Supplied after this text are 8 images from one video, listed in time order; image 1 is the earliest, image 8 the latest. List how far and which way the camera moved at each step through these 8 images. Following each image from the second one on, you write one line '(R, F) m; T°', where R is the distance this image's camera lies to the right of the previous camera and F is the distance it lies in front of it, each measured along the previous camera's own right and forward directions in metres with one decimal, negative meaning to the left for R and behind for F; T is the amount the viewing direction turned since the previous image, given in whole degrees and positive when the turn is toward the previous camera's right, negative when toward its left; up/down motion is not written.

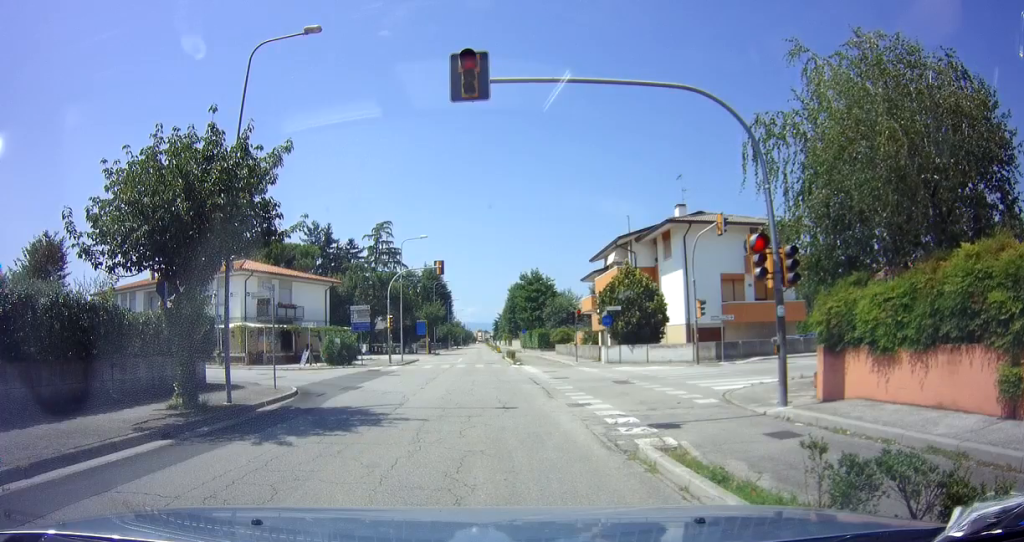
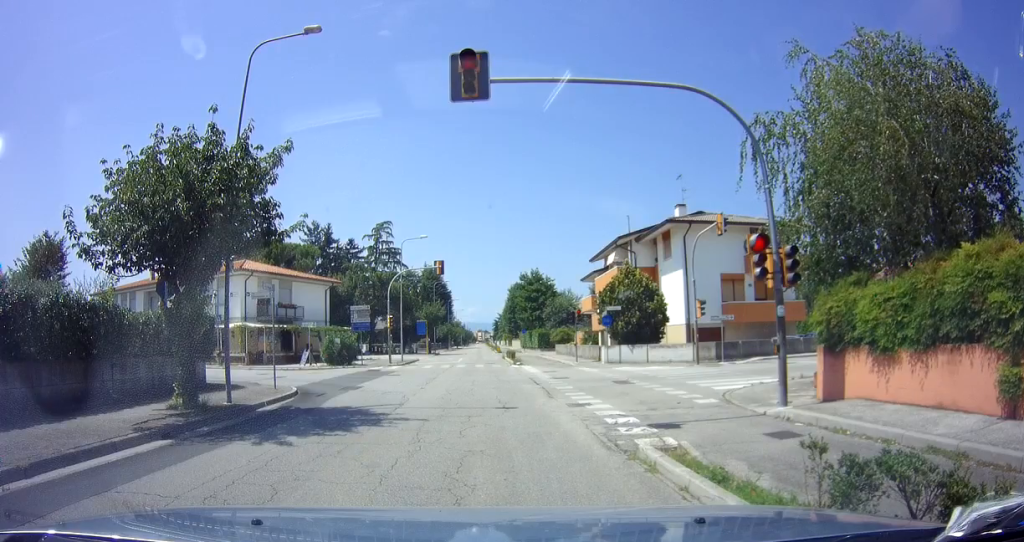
(0.0, 0.0) m; 0°
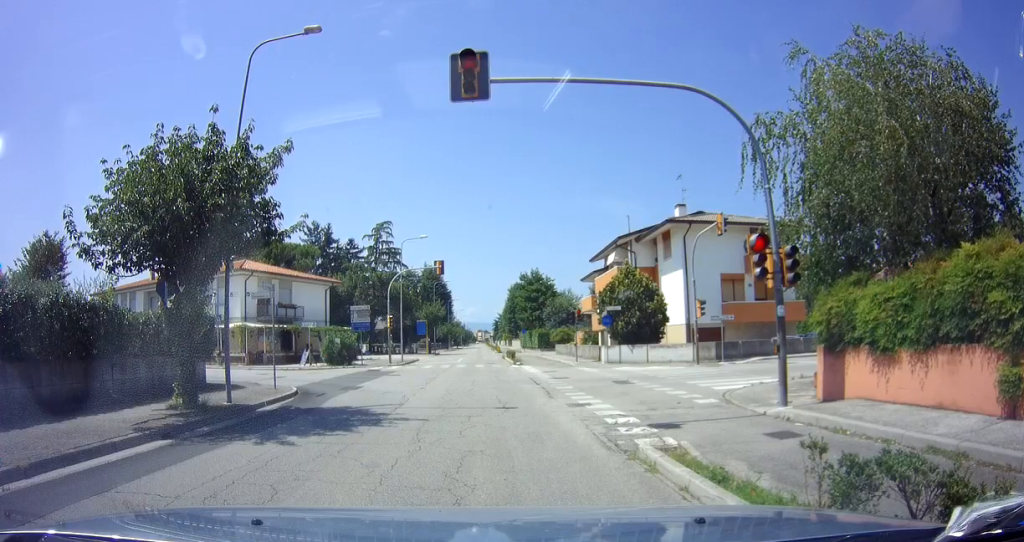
(0.0, 0.0) m; 0°
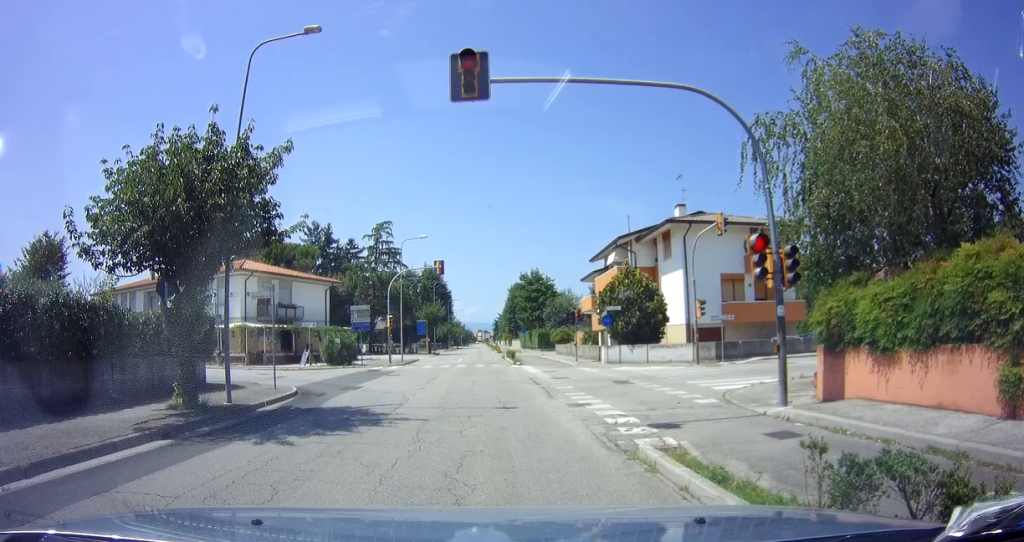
(0.0, 0.0) m; 0°
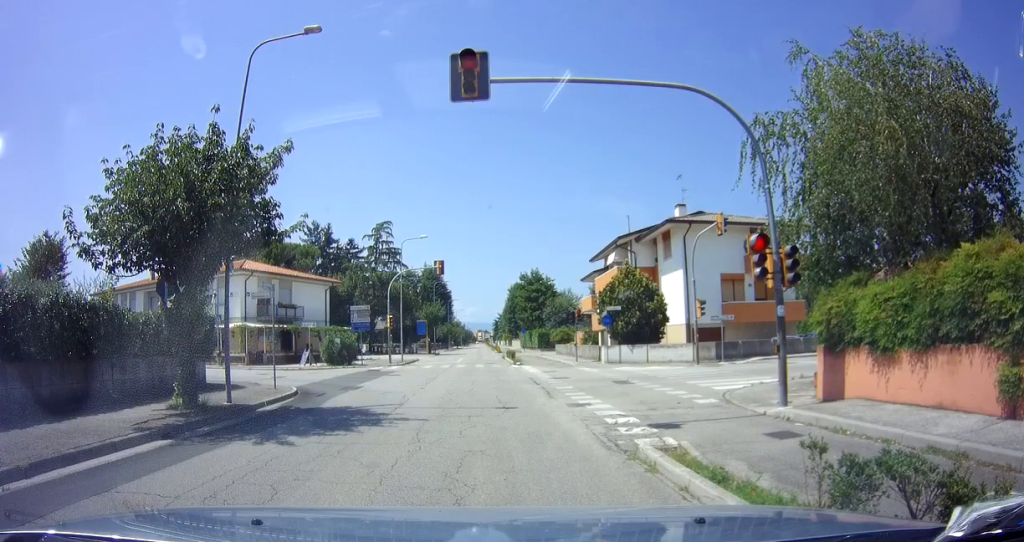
(0.0, 0.0) m; 0°
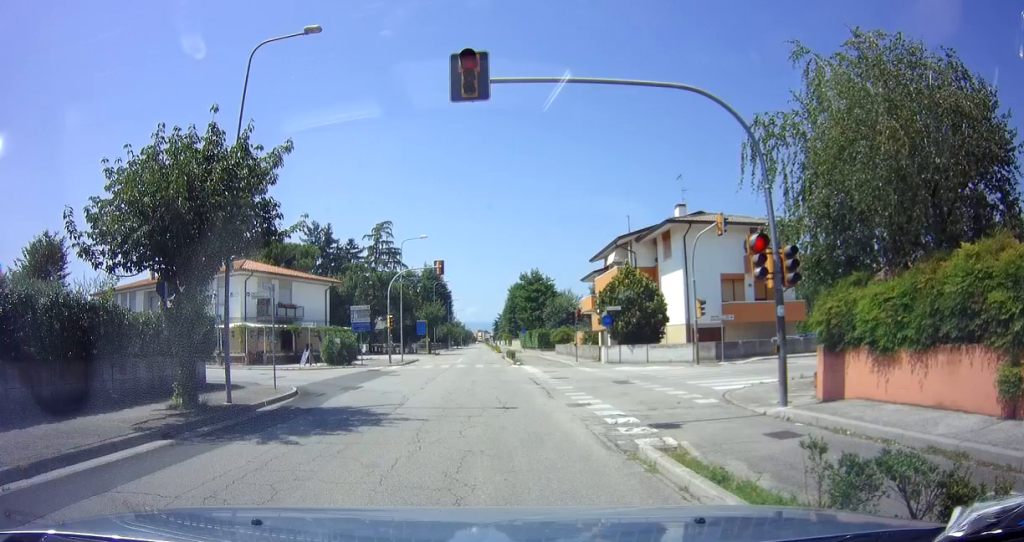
(-0.1, +0.2) m; 0°
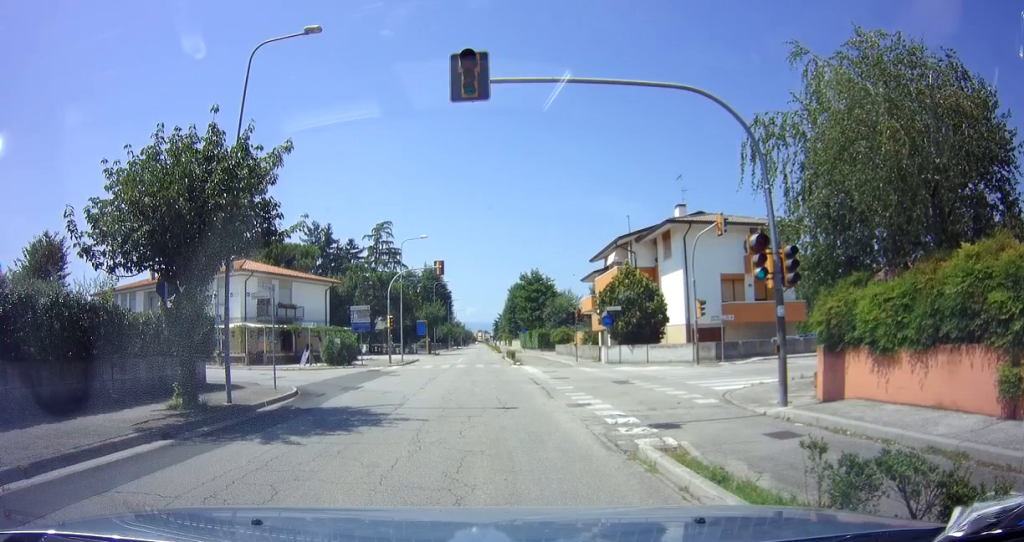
(-0.2, +0.5) m; 0°
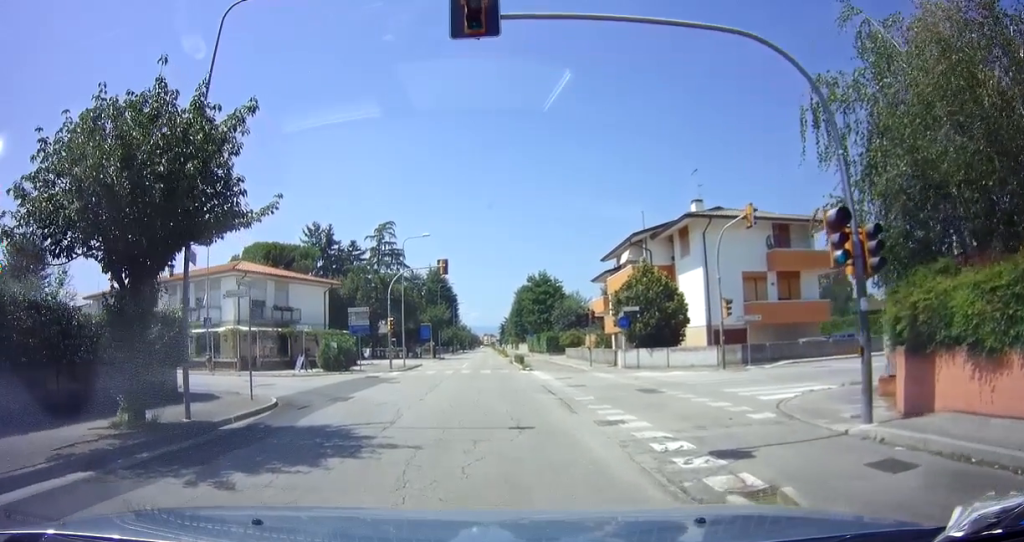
(+0.1, +2.9) m; +3°
